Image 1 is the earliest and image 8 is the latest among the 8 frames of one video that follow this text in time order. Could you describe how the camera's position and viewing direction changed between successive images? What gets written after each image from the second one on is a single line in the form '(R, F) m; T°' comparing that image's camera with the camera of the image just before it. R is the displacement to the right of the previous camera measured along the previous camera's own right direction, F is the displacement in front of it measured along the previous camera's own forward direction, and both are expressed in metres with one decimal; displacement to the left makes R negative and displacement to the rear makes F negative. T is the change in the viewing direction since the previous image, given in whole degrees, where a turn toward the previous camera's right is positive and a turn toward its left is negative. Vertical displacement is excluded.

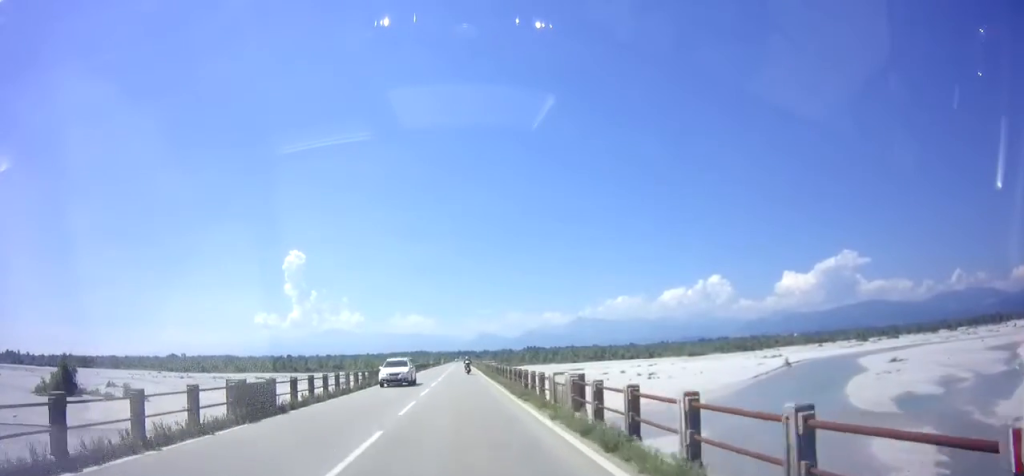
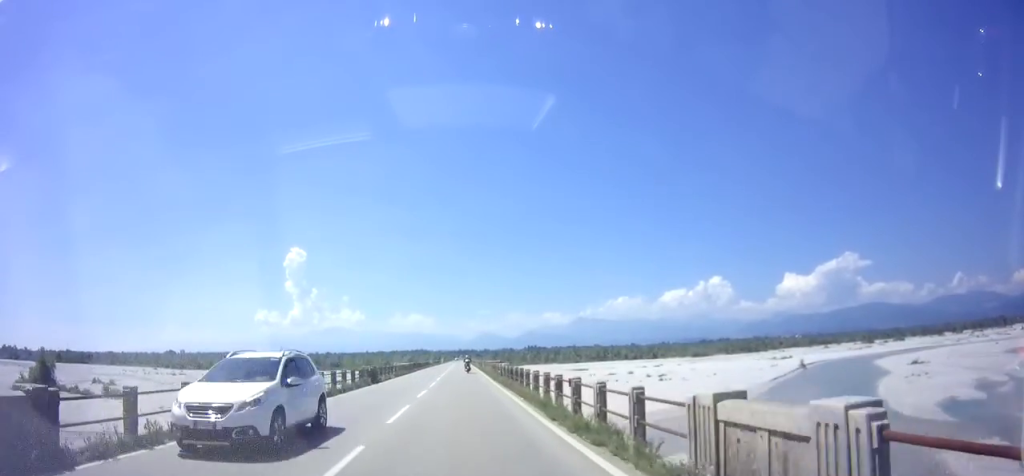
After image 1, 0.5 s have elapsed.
(0.0, +8.9) m; 0°
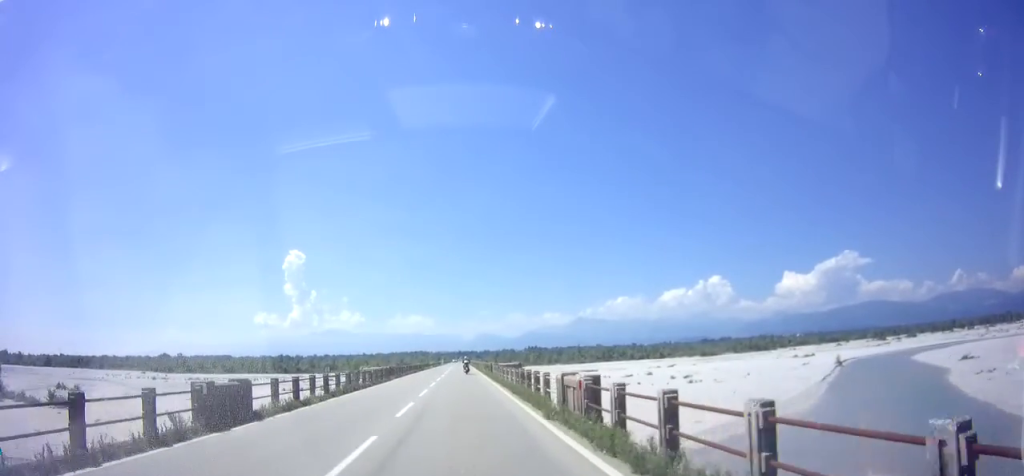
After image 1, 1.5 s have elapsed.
(+0.1, +20.4) m; +1°
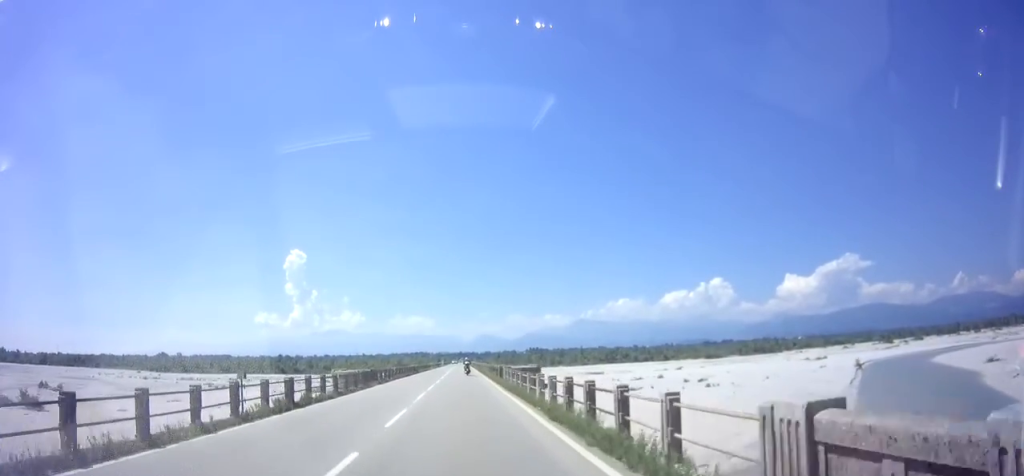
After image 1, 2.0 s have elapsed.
(+0.2, +9.0) m; 0°
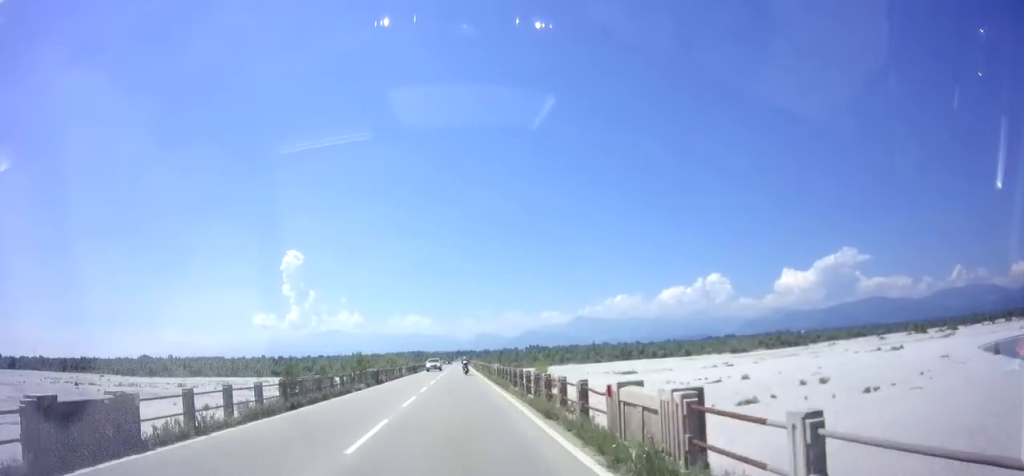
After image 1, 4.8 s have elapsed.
(-0.9, +53.0) m; -1°
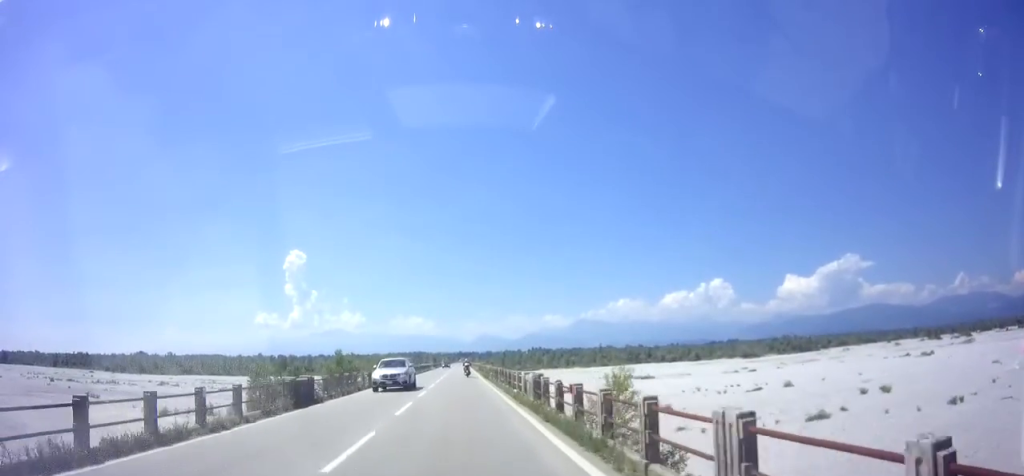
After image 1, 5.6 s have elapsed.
(0.0, +15.9) m; 0°
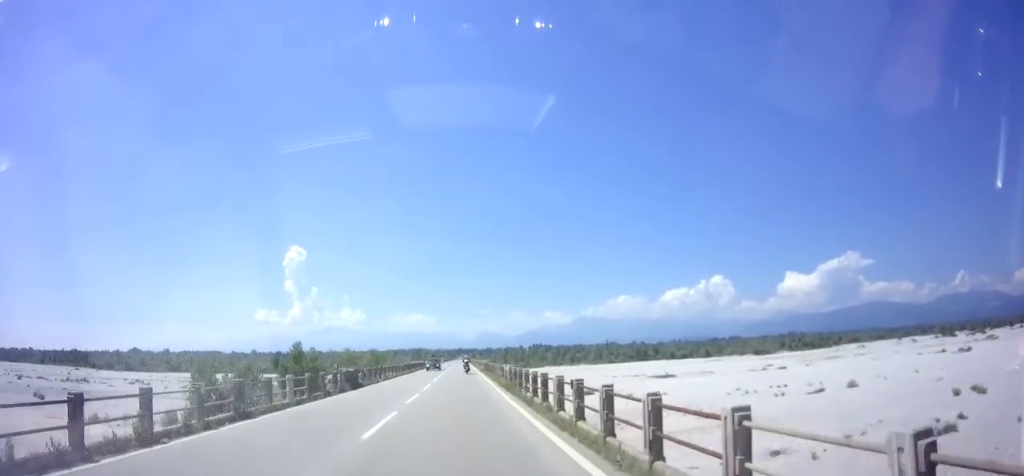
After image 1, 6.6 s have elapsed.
(0.0, +18.9) m; 0°
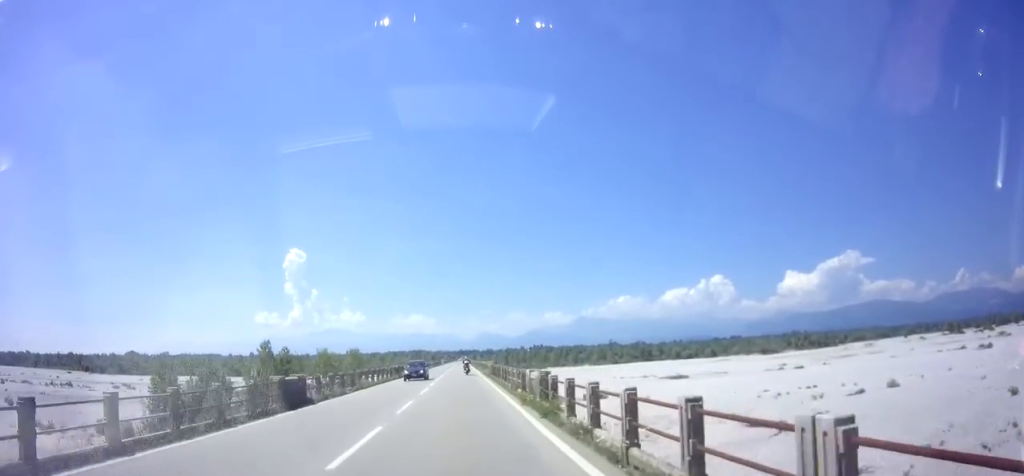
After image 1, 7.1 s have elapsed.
(0.0, +9.5) m; 0°
